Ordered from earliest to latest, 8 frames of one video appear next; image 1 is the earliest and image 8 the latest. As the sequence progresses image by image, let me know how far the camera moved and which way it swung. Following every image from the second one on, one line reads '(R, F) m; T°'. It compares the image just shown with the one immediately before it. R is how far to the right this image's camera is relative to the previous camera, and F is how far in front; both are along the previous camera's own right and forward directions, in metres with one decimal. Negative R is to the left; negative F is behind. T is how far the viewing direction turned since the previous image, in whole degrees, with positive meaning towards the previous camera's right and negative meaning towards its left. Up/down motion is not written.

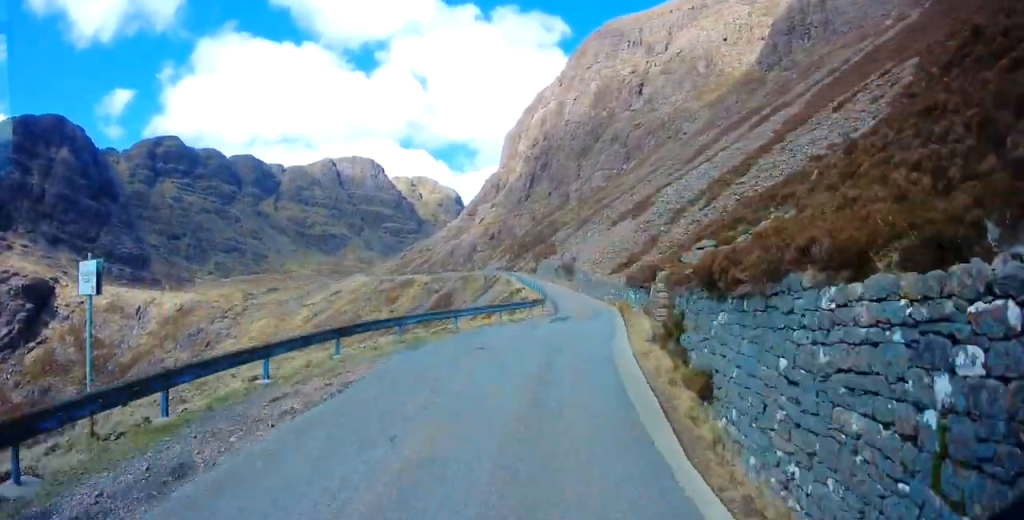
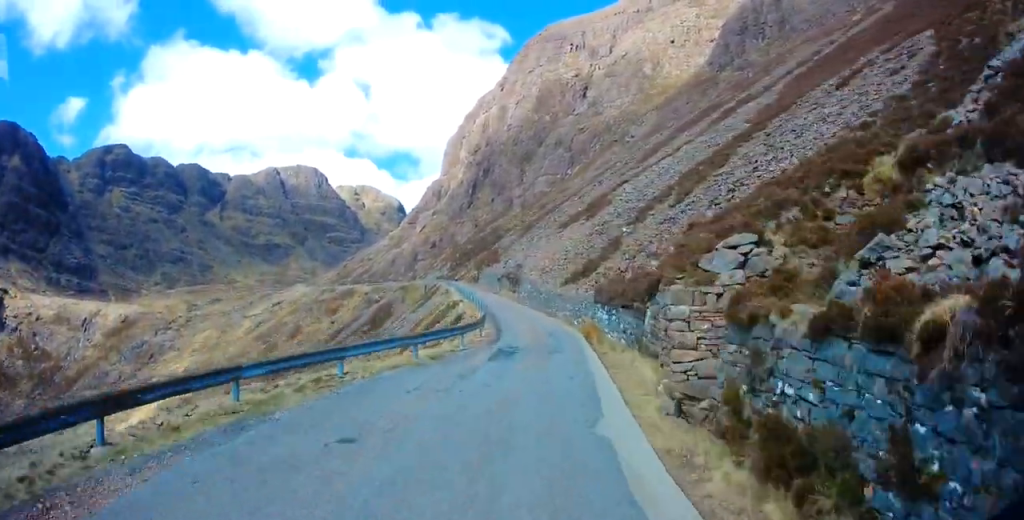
(+0.2, +7.1) m; +4°
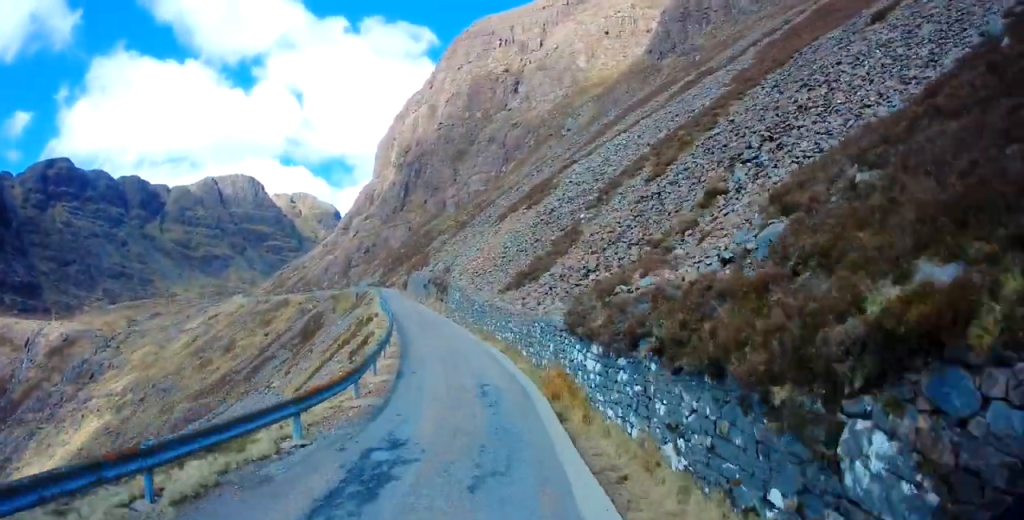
(+1.3, +9.5) m; 0°
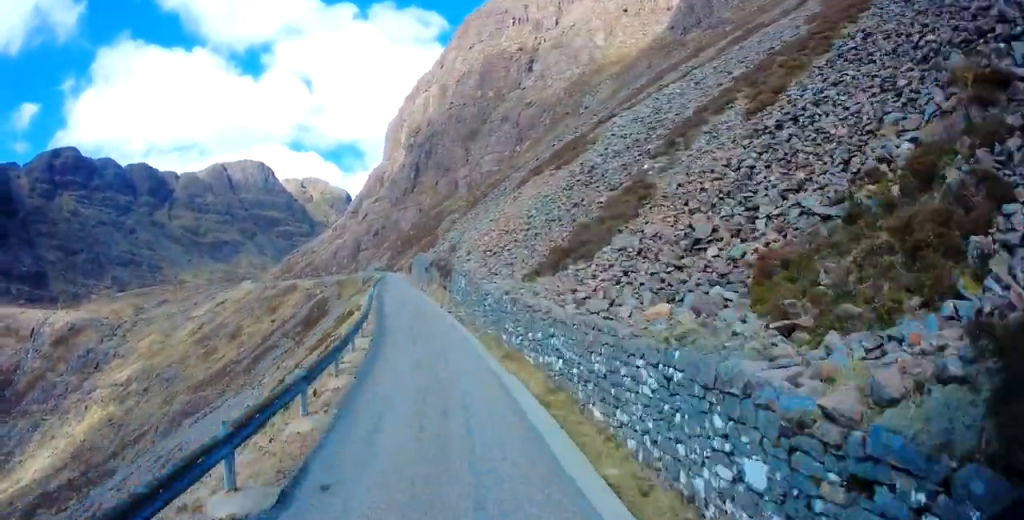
(-1.3, +9.1) m; -4°
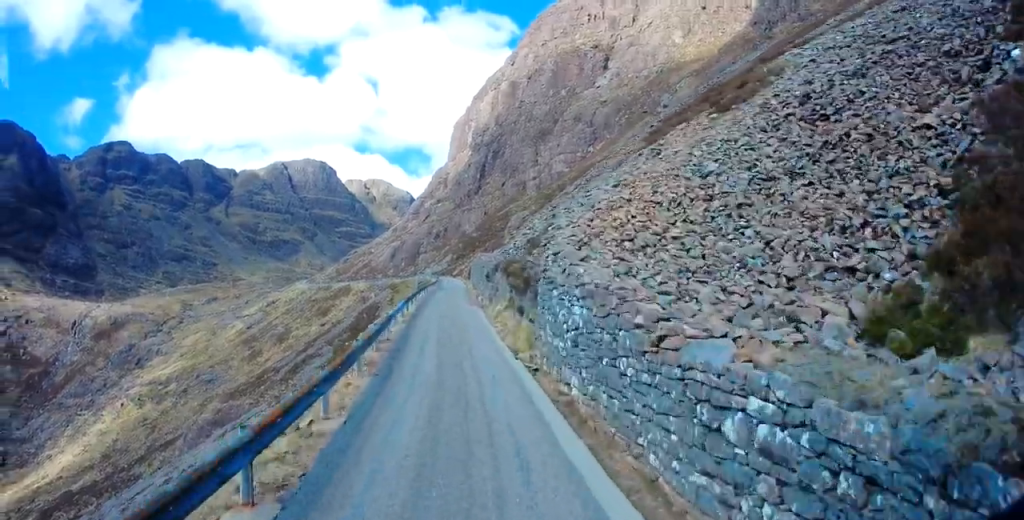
(0.0, +13.1) m; -4°
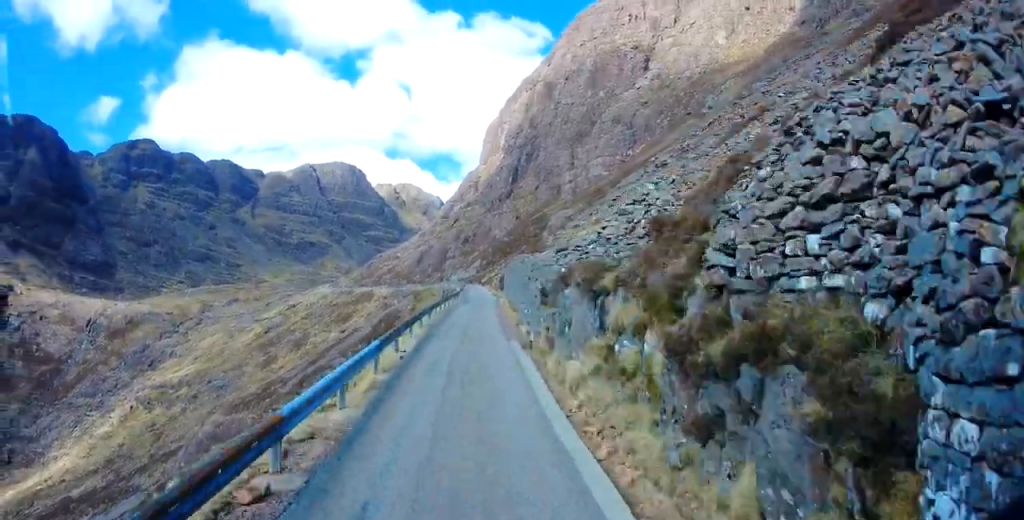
(-0.7, +11.0) m; -2°
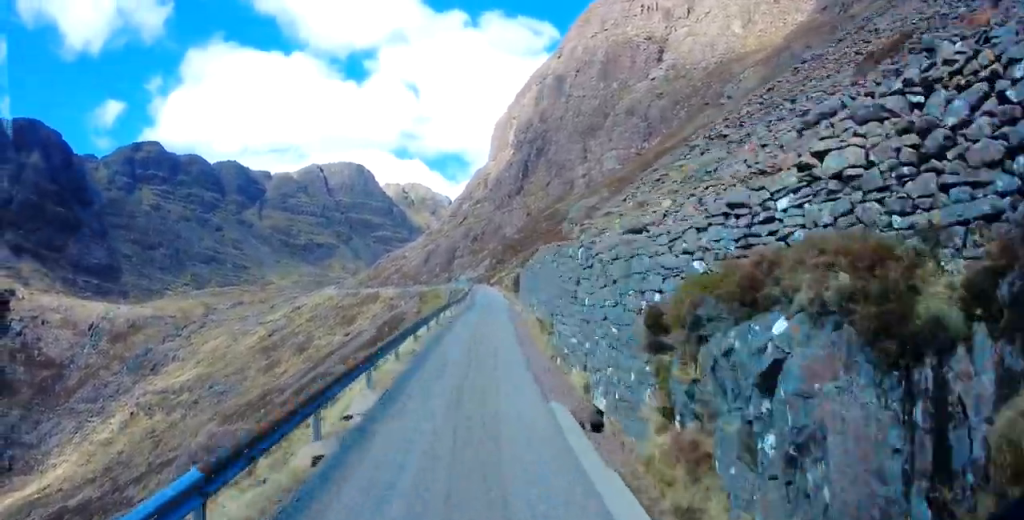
(0.0, +7.5) m; 0°
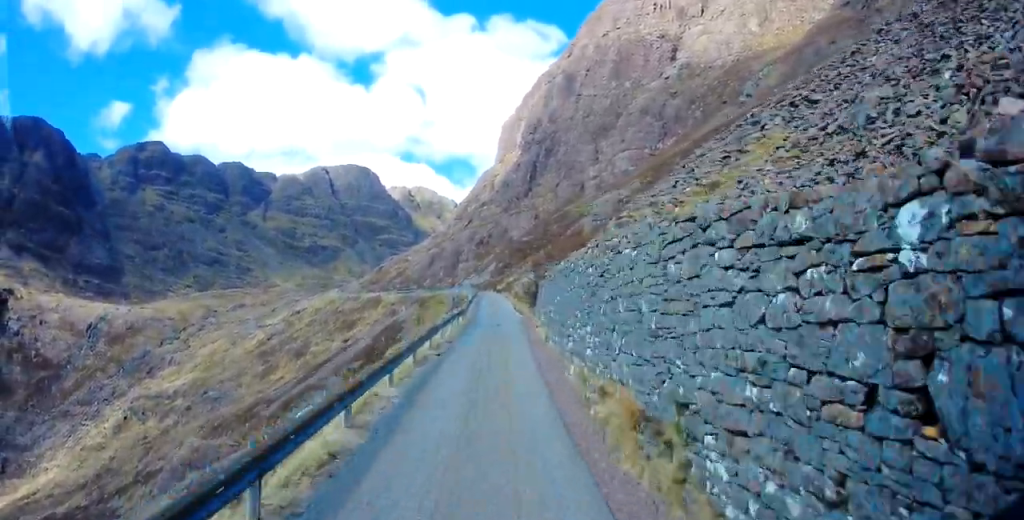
(+0.2, +8.0) m; +1°
